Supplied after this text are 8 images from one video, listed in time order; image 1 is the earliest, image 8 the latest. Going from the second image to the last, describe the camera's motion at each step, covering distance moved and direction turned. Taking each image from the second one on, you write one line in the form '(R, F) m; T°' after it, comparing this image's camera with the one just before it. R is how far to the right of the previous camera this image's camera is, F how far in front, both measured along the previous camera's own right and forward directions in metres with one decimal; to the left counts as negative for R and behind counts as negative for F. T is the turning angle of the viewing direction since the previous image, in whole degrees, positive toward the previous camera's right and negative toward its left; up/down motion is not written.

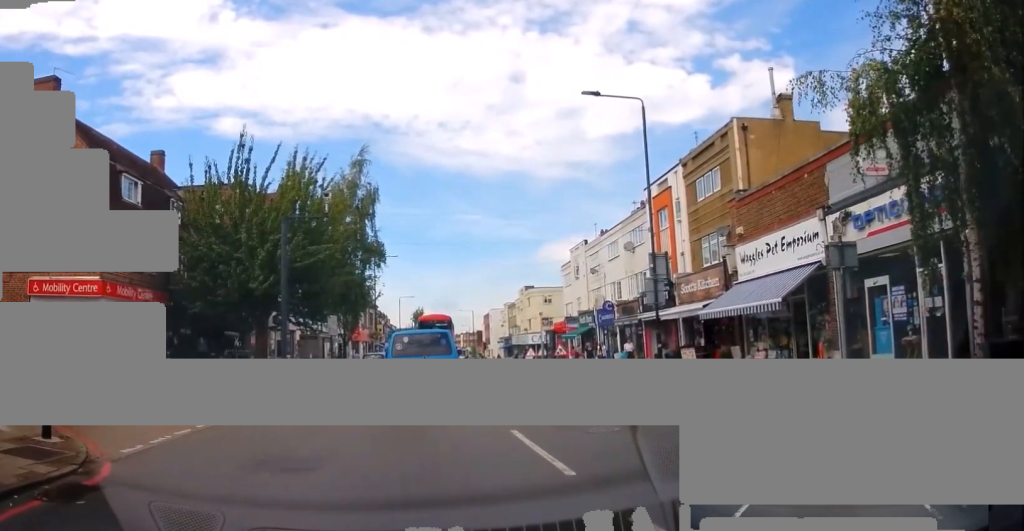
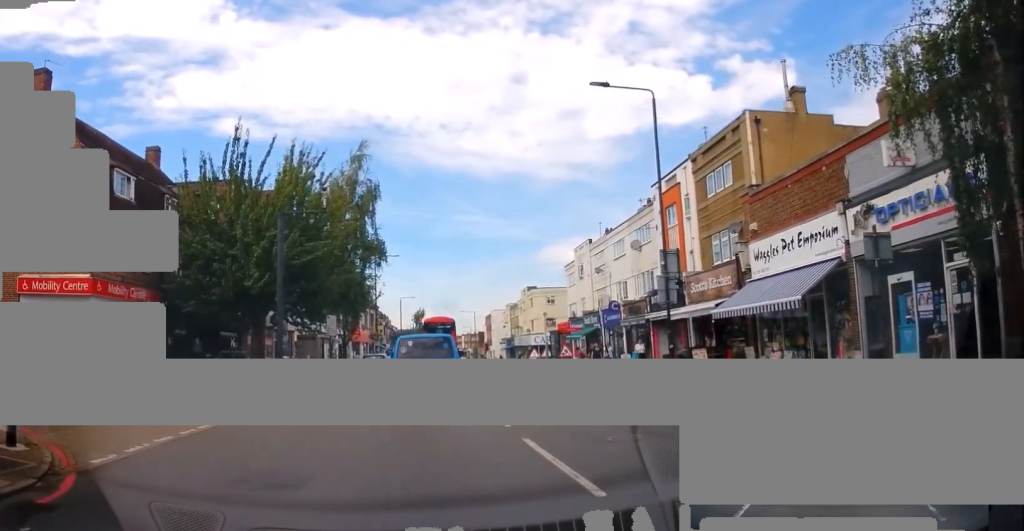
(-0.3, +0.9) m; -2°
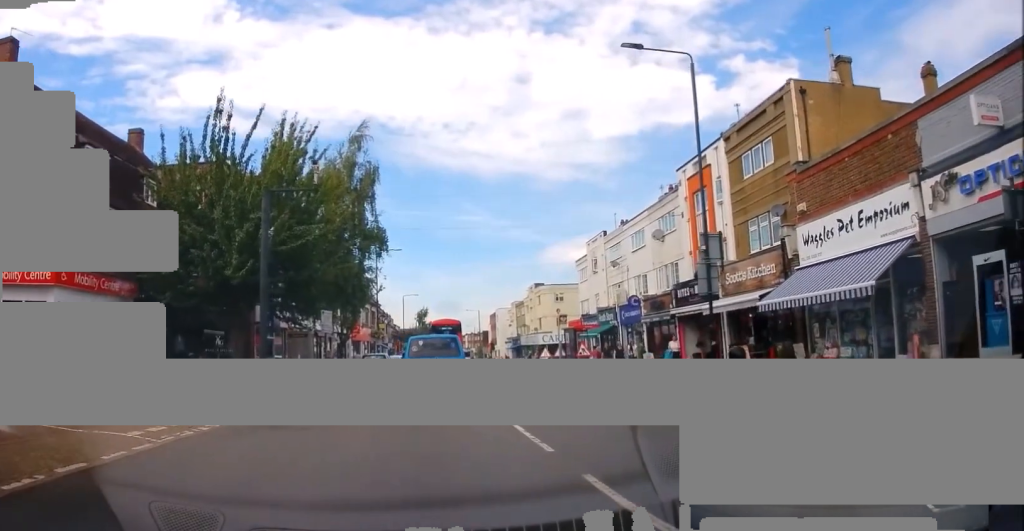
(-0.1, +2.9) m; +1°
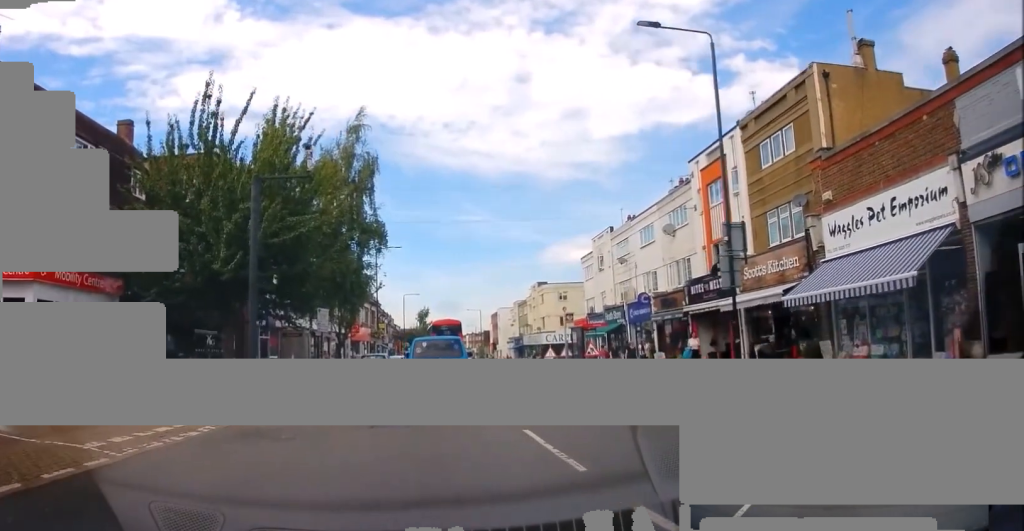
(+0.1, +1.3) m; +2°
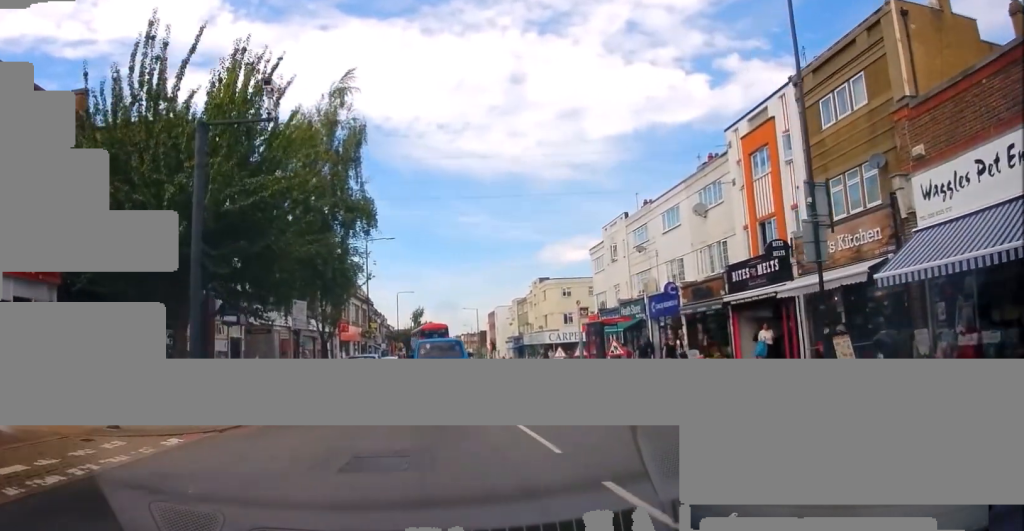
(-0.2, +4.6) m; -2°
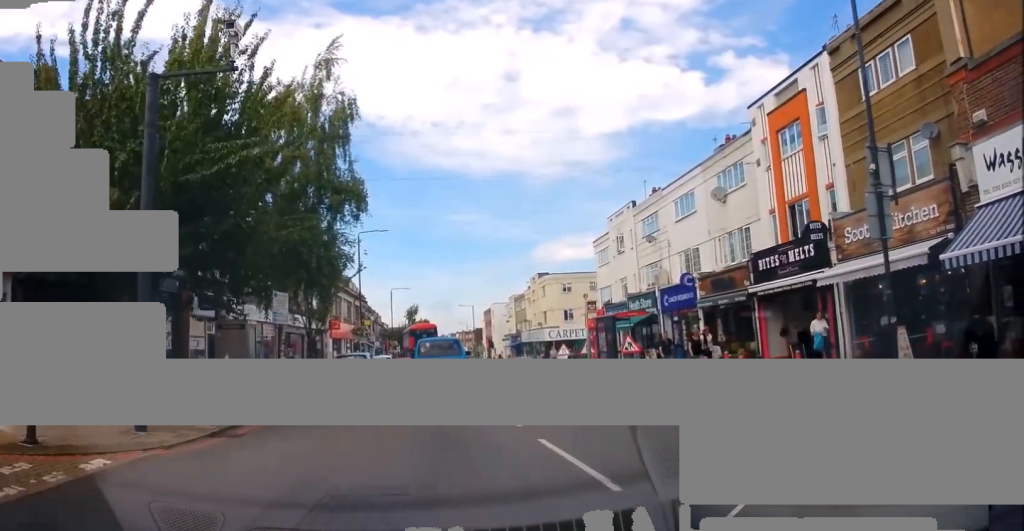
(-0.1, +2.4) m; +3°
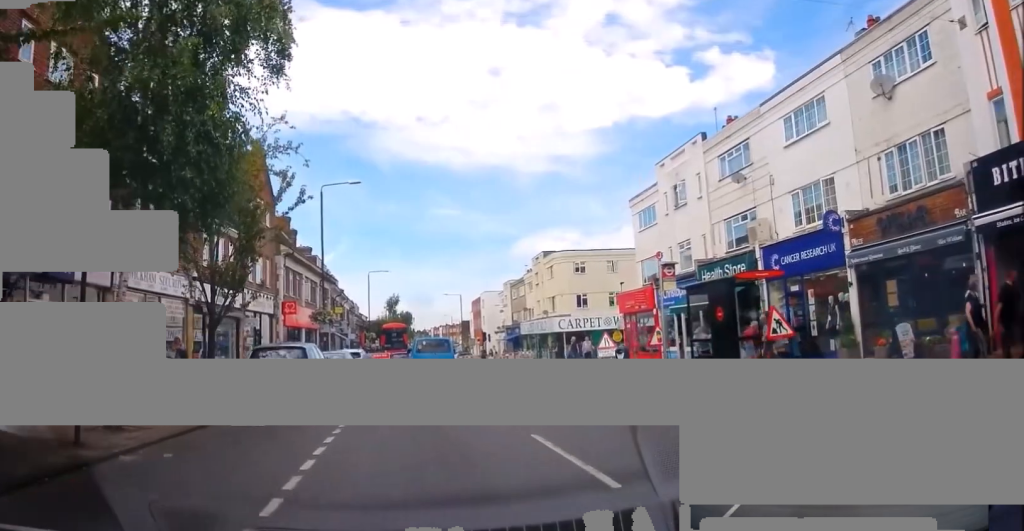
(+0.3, +11.5) m; +2°
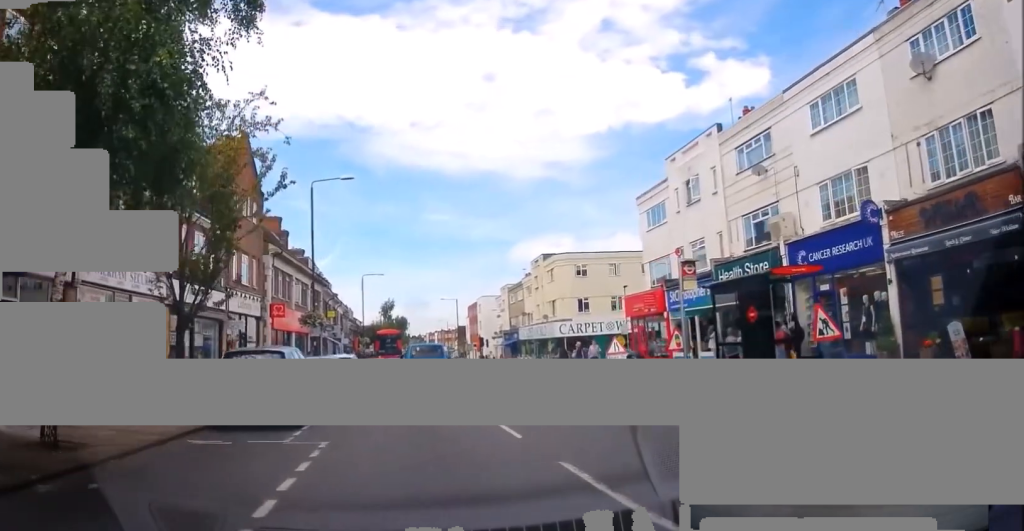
(+0.2, +1.9) m; +1°
